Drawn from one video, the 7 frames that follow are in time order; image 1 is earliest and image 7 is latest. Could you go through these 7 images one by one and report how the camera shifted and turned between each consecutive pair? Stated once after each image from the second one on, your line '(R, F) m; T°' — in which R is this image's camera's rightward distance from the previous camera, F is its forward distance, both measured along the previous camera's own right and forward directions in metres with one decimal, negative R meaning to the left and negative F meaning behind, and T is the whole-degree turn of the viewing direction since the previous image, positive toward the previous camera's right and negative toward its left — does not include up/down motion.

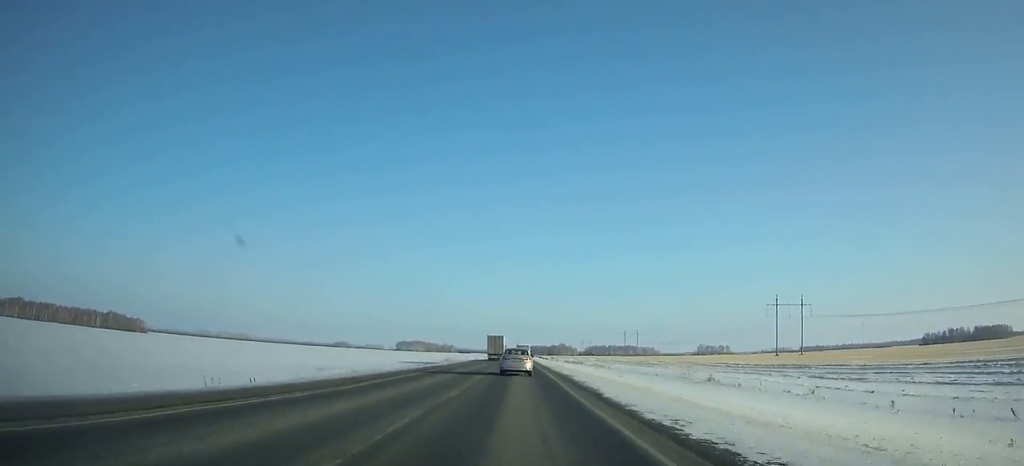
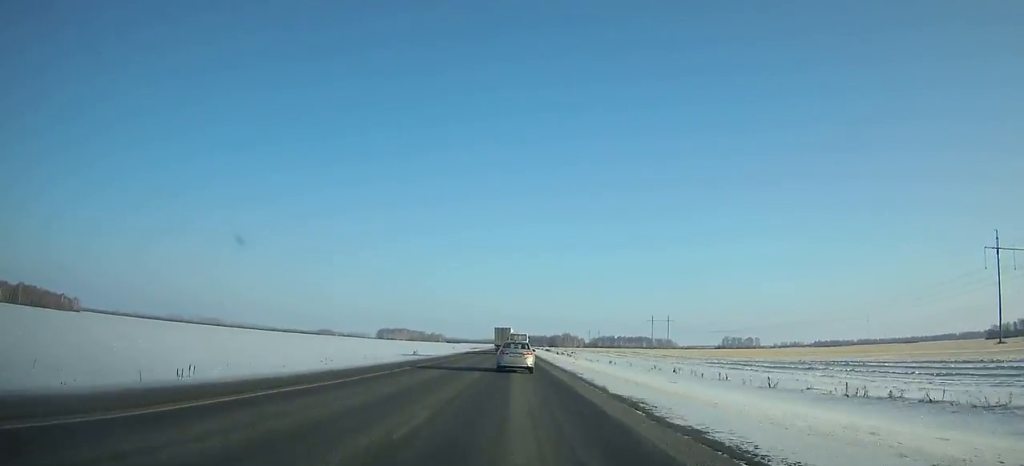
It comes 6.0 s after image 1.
(+0.4, +136.4) m; 0°
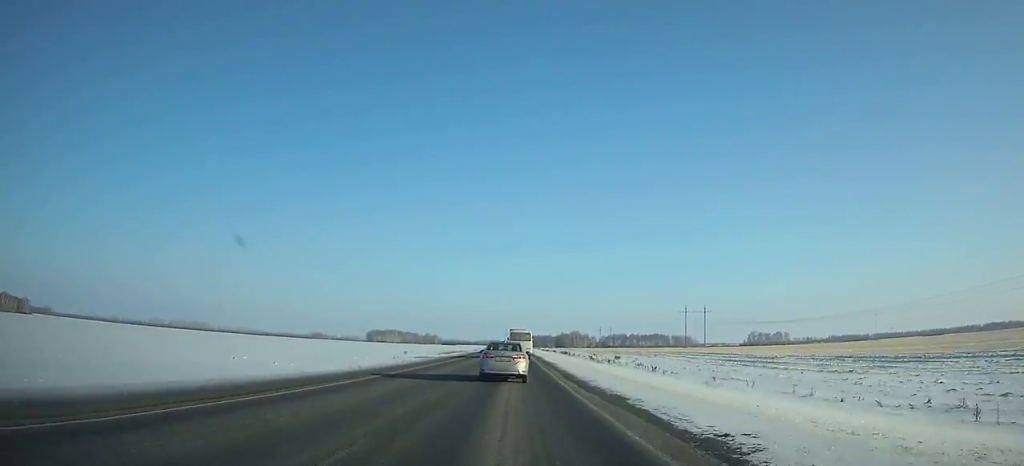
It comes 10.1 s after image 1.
(-0.3, +88.0) m; 0°
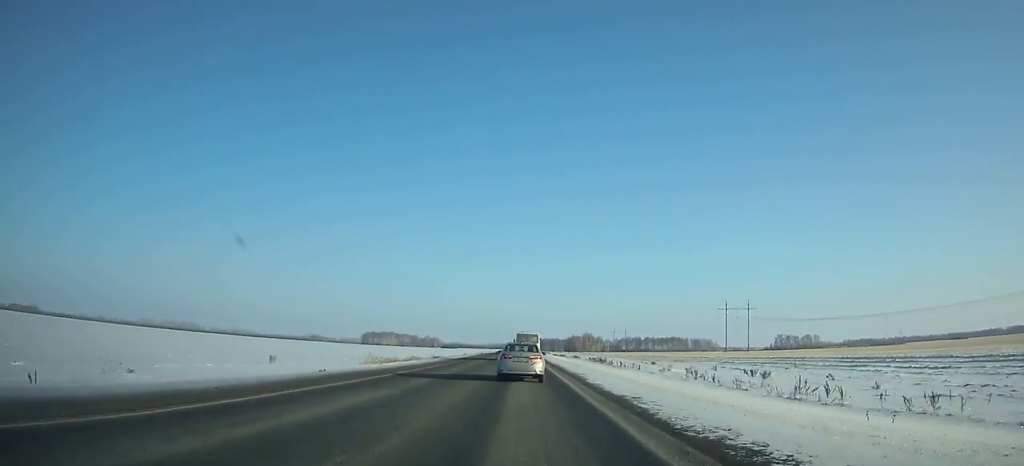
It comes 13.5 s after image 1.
(-0.1, +69.4) m; 0°
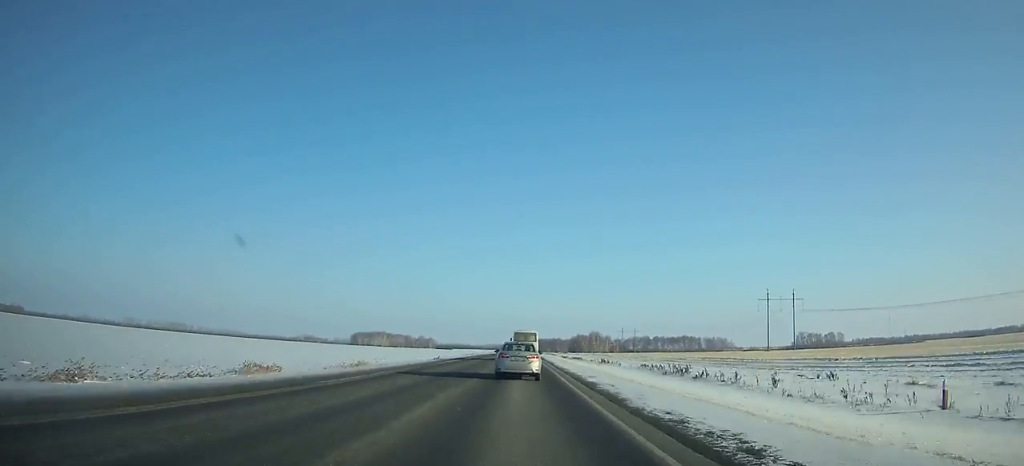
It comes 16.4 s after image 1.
(-0.1, +57.7) m; 0°
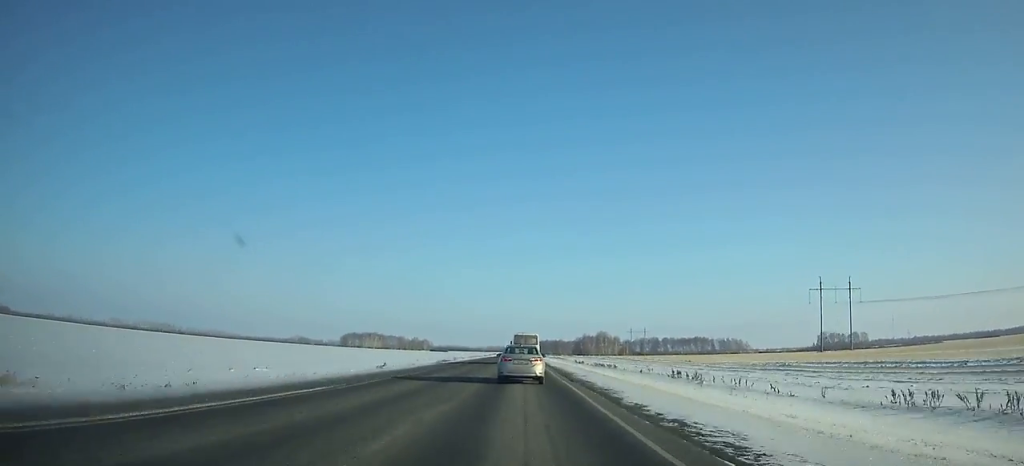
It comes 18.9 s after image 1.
(0.0, +49.3) m; 0°
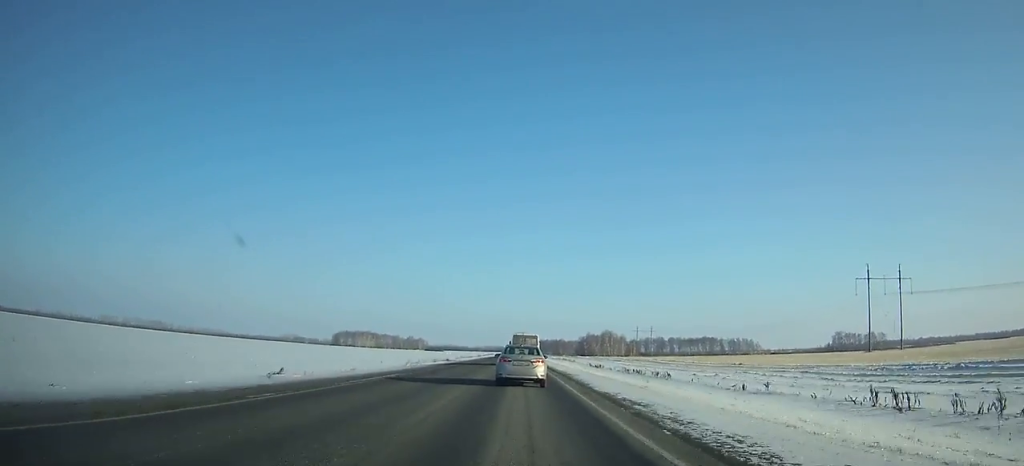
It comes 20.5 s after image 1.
(0.0, +31.5) m; 0°
